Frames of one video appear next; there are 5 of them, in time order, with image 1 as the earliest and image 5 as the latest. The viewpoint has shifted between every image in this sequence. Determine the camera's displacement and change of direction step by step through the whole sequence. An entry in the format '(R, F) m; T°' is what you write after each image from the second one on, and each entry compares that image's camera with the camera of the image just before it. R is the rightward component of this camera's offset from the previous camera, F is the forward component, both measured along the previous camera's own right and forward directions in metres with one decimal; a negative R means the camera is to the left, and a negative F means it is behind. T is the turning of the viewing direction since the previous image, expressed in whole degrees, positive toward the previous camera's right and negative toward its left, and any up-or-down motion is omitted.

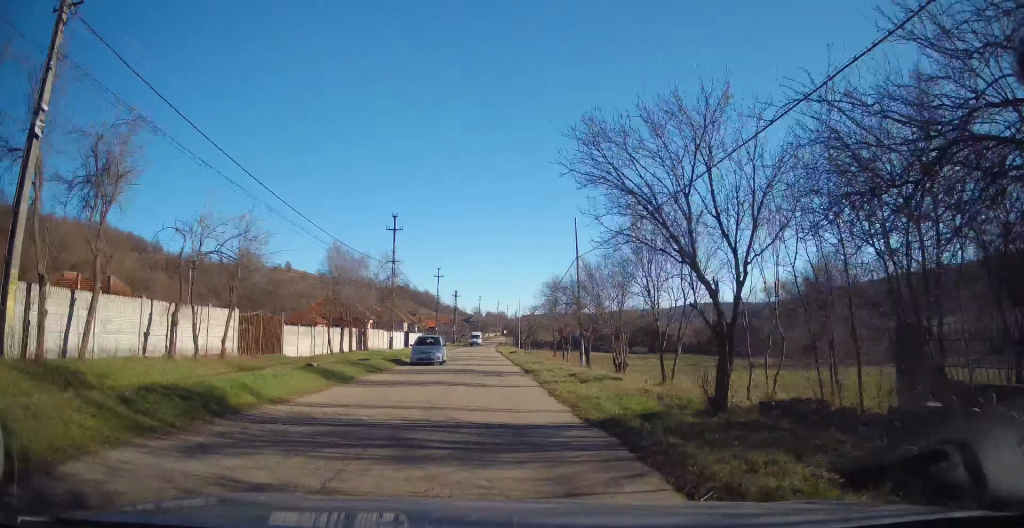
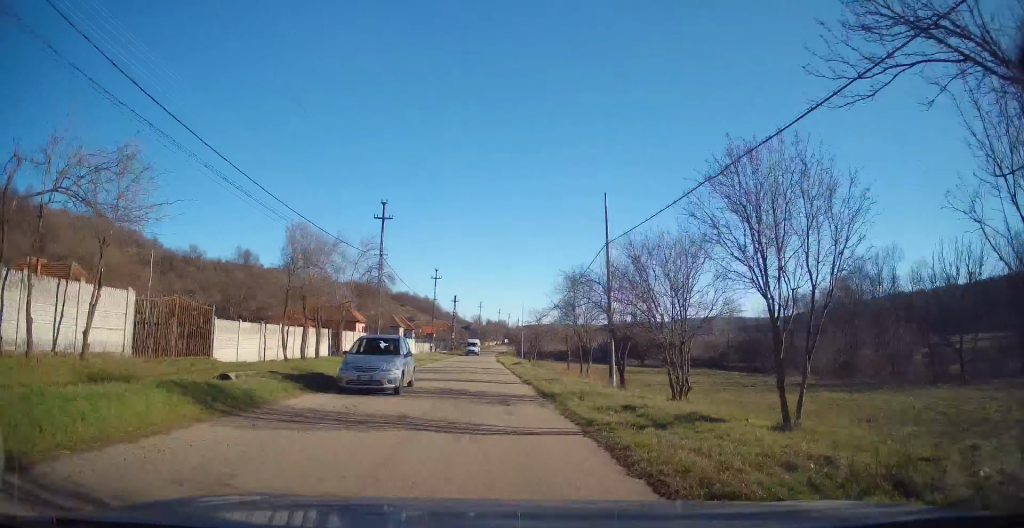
(0.0, +6.9) m; 0°
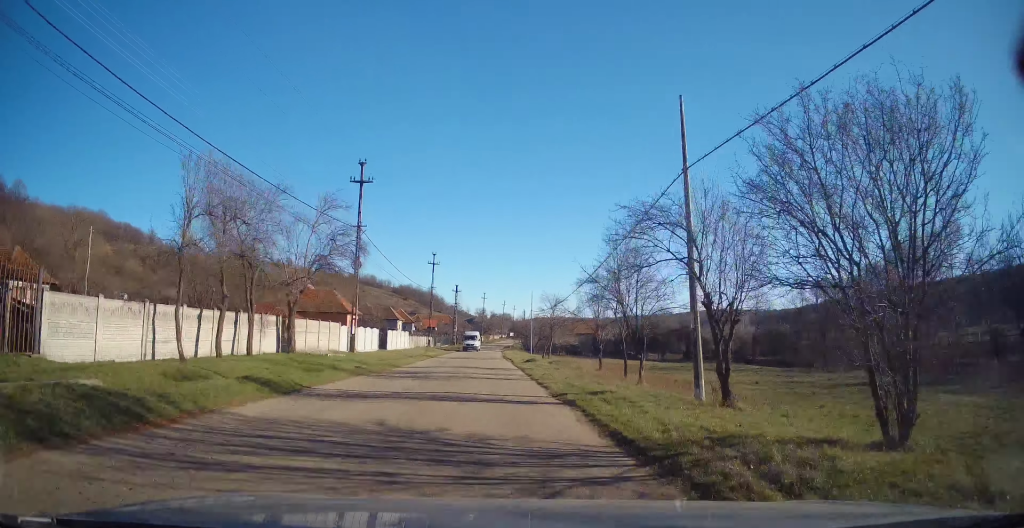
(-0.3, +8.7) m; 0°
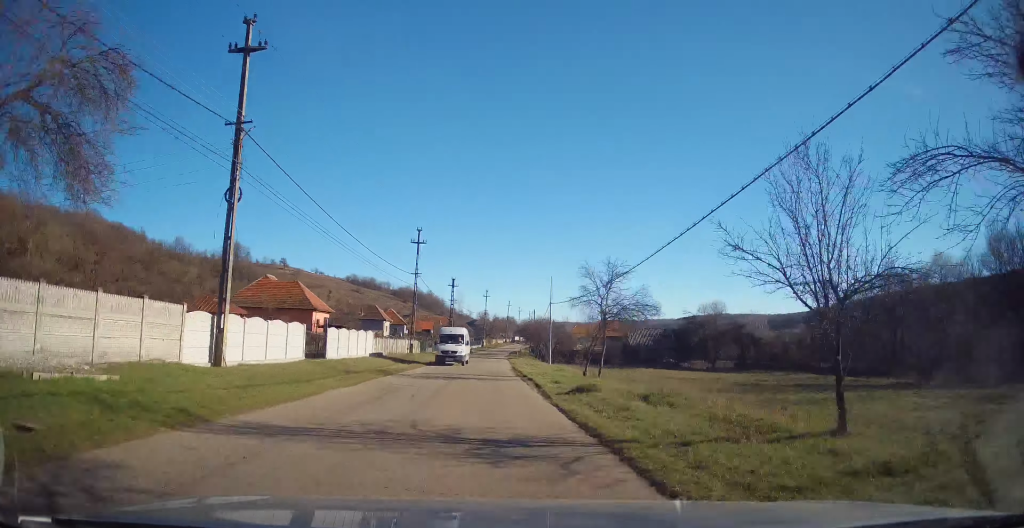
(+0.2, +18.0) m; 0°
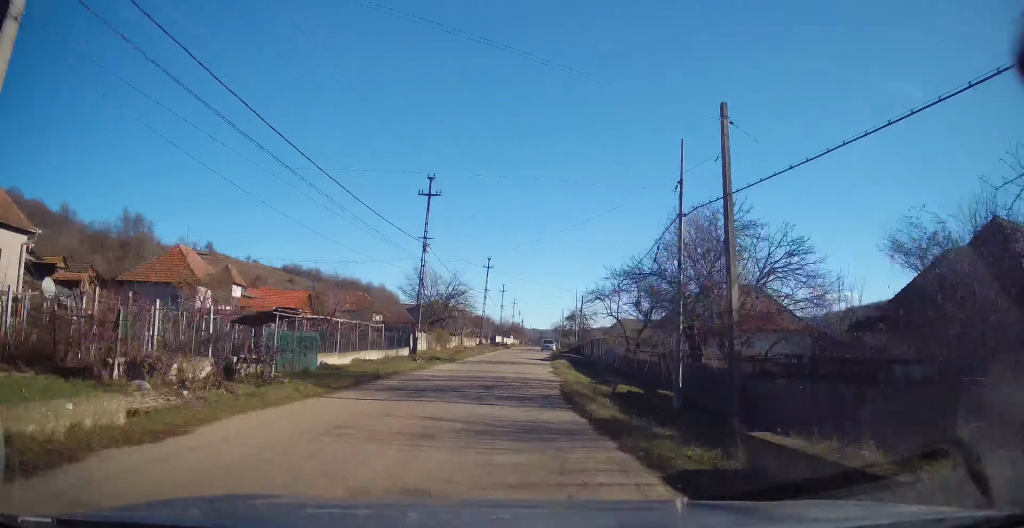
(0.0, +83.5) m; +2°
